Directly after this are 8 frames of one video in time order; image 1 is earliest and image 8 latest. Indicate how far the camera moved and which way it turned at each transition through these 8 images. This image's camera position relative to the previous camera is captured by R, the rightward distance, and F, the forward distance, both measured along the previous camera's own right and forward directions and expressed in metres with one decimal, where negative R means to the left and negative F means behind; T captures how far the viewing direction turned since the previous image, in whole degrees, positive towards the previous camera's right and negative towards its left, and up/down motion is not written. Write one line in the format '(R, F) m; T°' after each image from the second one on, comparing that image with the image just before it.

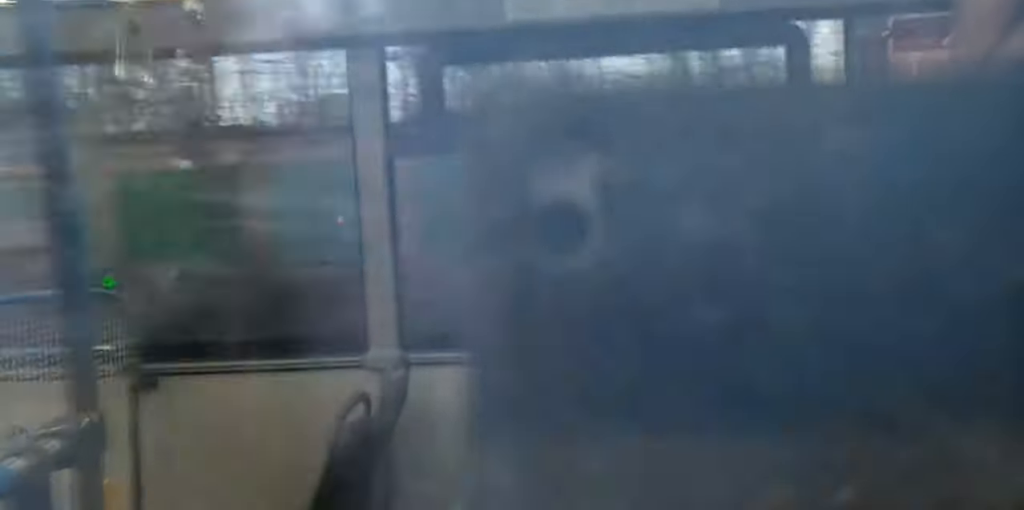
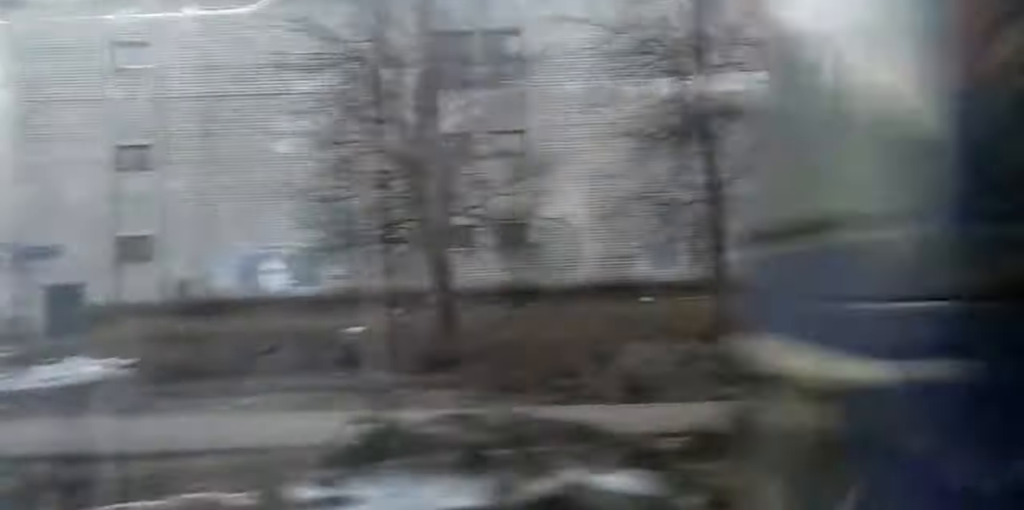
(+0.1, +3.2) m; 0°
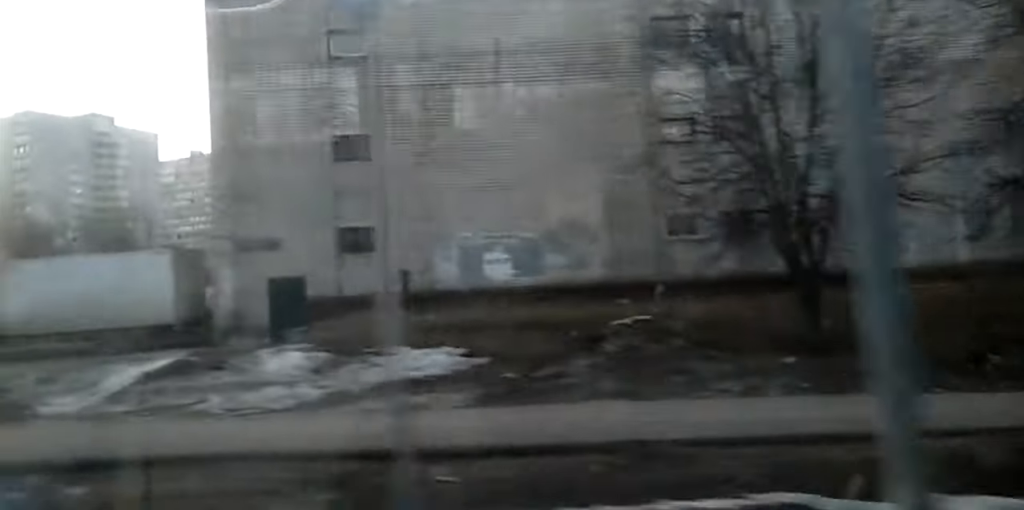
(0.0, +5.8) m; -2°
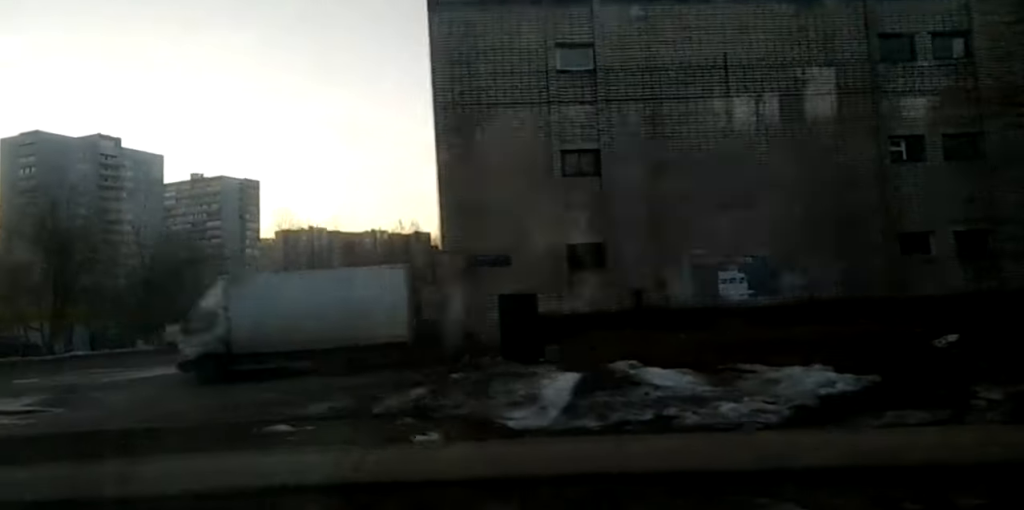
(-0.3, +7.4) m; -2°
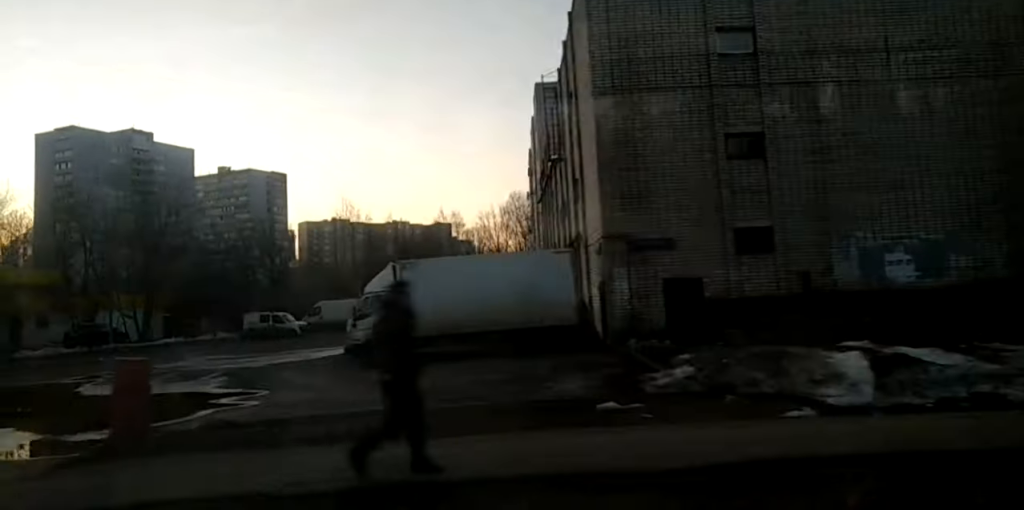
(0.0, +4.8) m; +2°
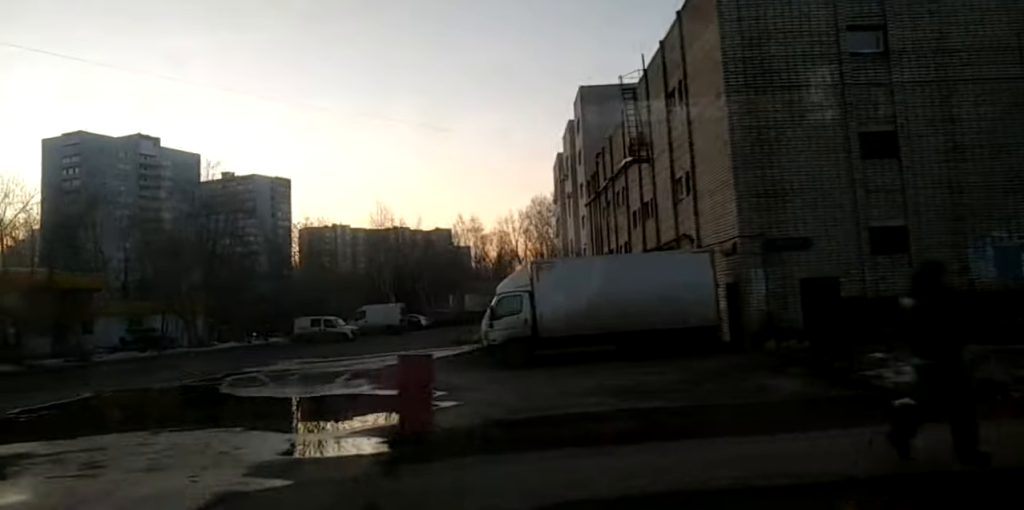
(+0.1, +4.7) m; +2°
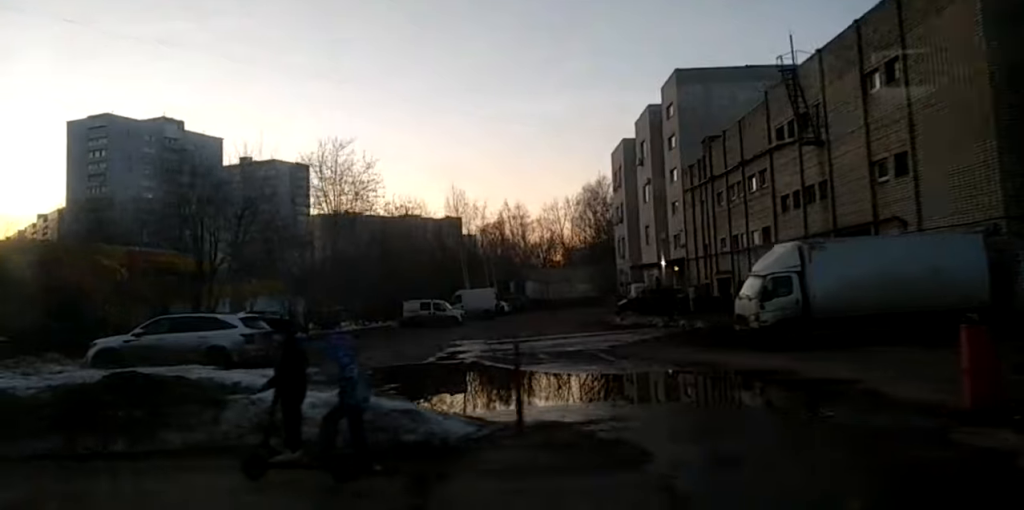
(+0.1, +9.1) m; 0°
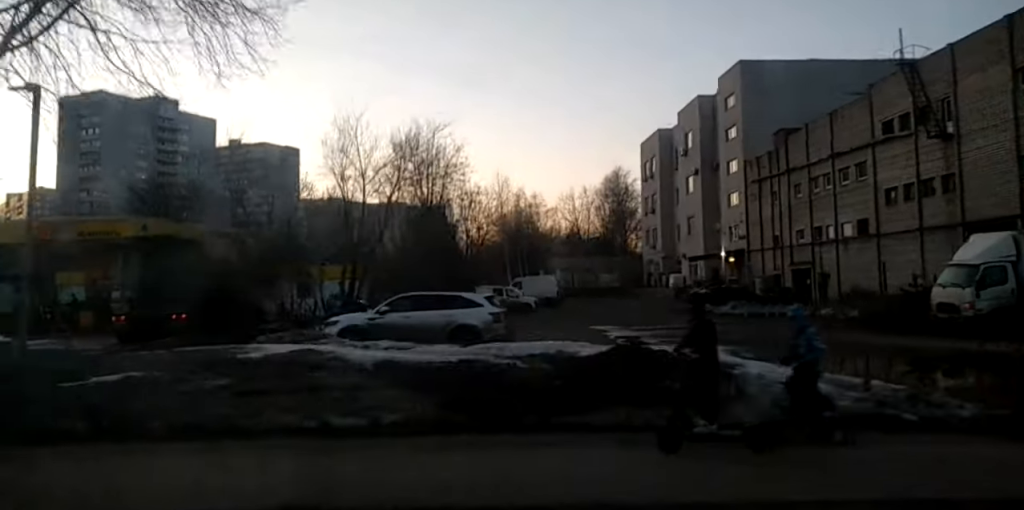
(-0.1, +8.0) m; 0°
